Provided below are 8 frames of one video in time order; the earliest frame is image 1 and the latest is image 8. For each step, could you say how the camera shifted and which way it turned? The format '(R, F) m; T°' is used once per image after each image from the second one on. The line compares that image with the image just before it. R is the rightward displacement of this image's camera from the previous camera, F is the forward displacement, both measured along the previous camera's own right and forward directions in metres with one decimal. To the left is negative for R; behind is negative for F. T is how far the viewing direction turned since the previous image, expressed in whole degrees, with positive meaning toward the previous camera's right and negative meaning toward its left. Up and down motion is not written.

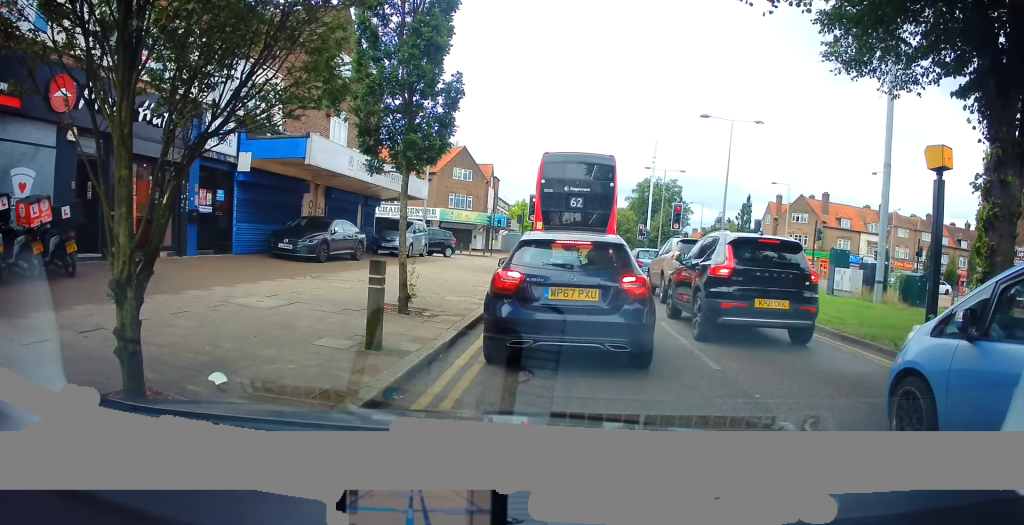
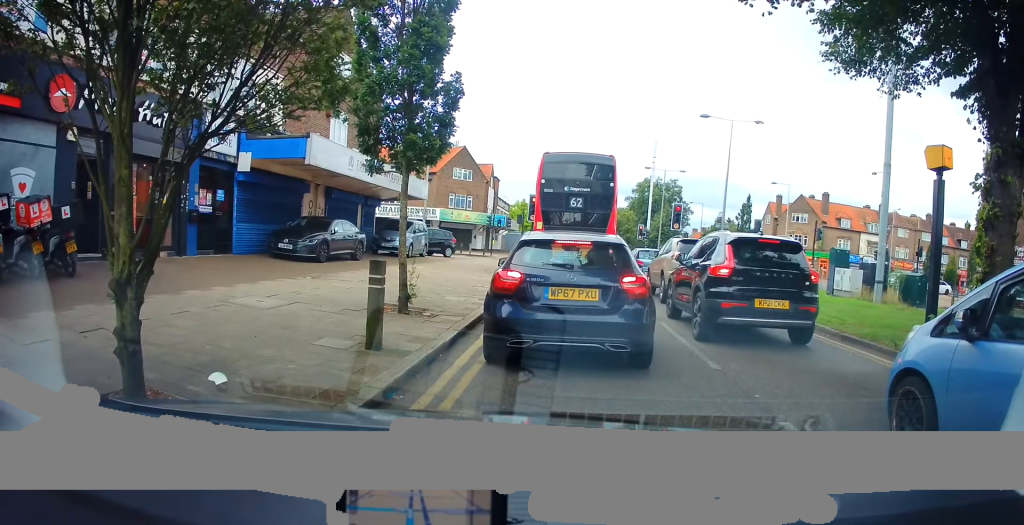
(0.0, 0.0) m; 0°
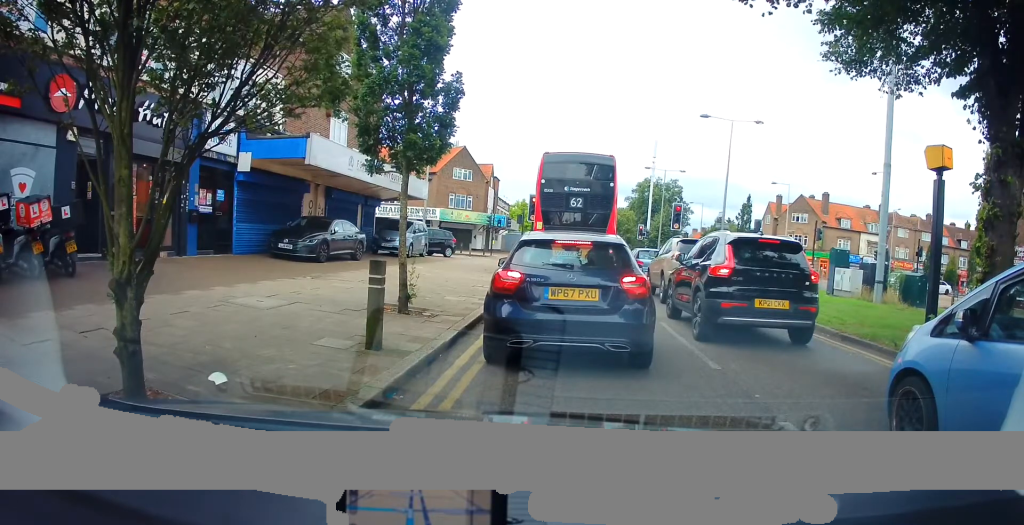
(0.0, 0.0) m; 0°
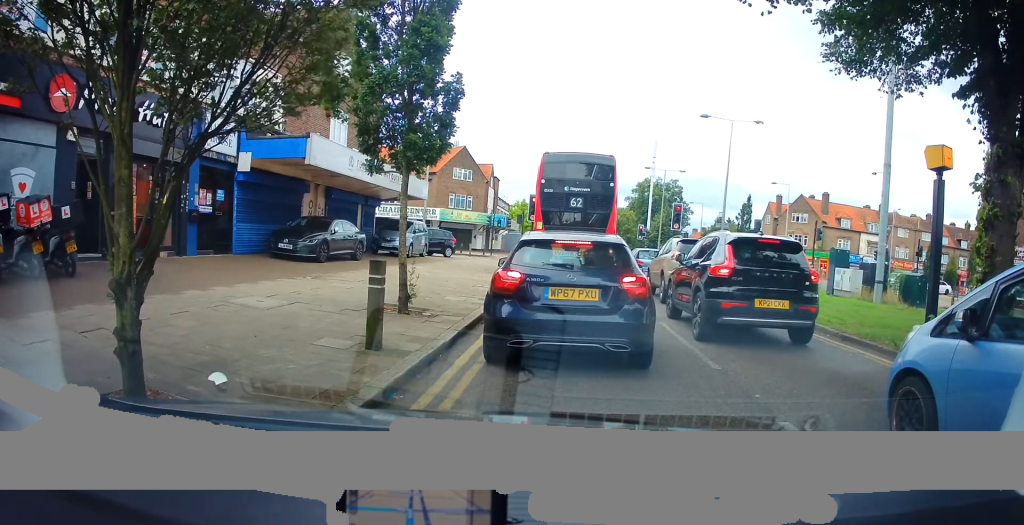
(0.0, 0.0) m; 0°
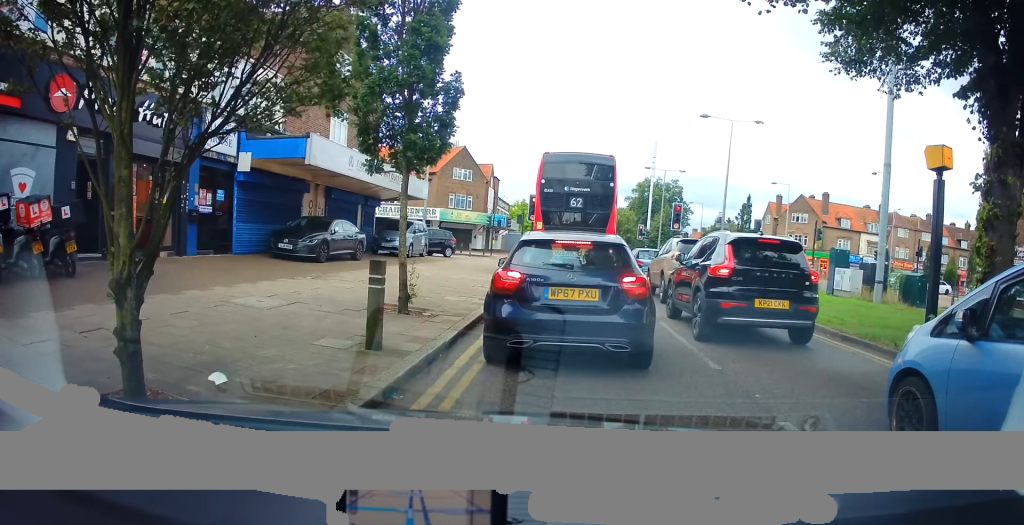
(0.0, 0.0) m; 0°
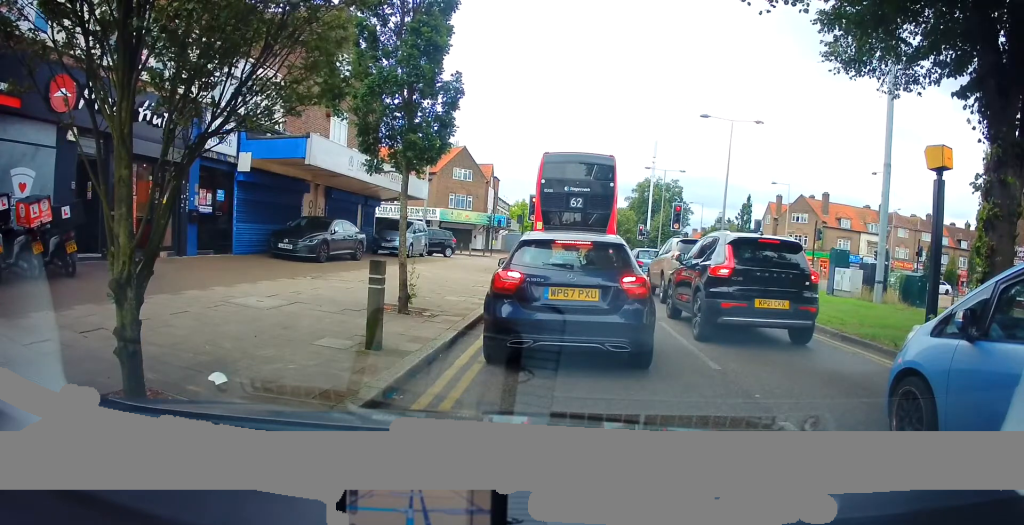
(0.0, 0.0) m; 0°
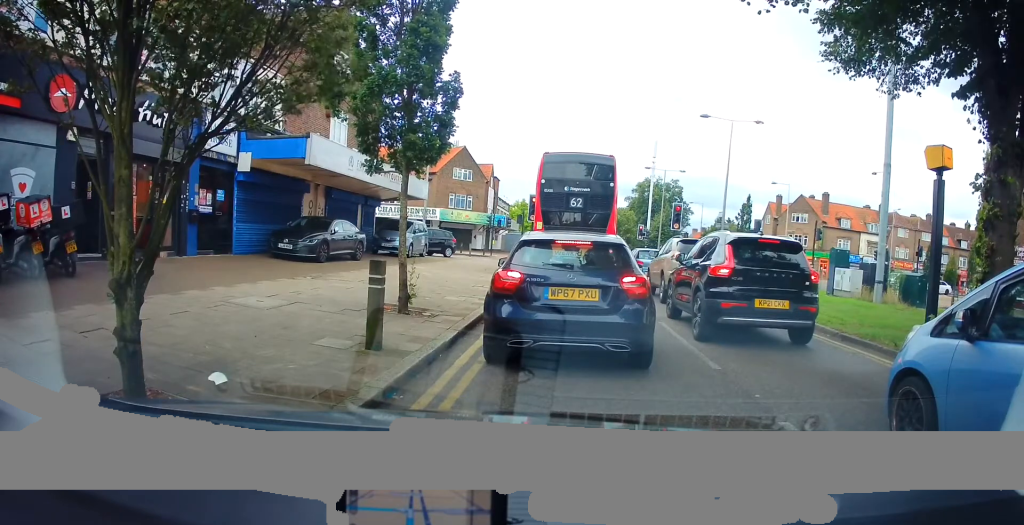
(0.0, 0.0) m; 0°
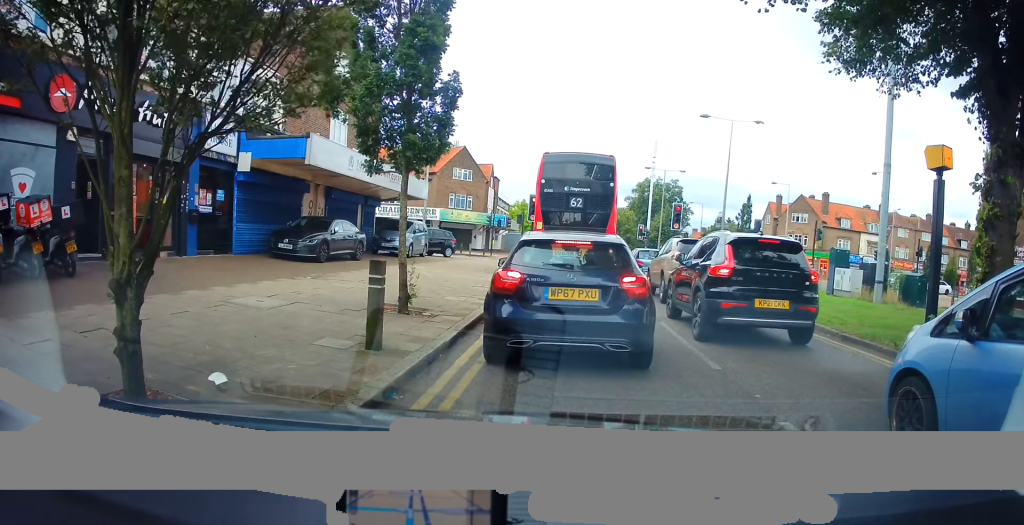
(0.0, 0.0) m; 0°
